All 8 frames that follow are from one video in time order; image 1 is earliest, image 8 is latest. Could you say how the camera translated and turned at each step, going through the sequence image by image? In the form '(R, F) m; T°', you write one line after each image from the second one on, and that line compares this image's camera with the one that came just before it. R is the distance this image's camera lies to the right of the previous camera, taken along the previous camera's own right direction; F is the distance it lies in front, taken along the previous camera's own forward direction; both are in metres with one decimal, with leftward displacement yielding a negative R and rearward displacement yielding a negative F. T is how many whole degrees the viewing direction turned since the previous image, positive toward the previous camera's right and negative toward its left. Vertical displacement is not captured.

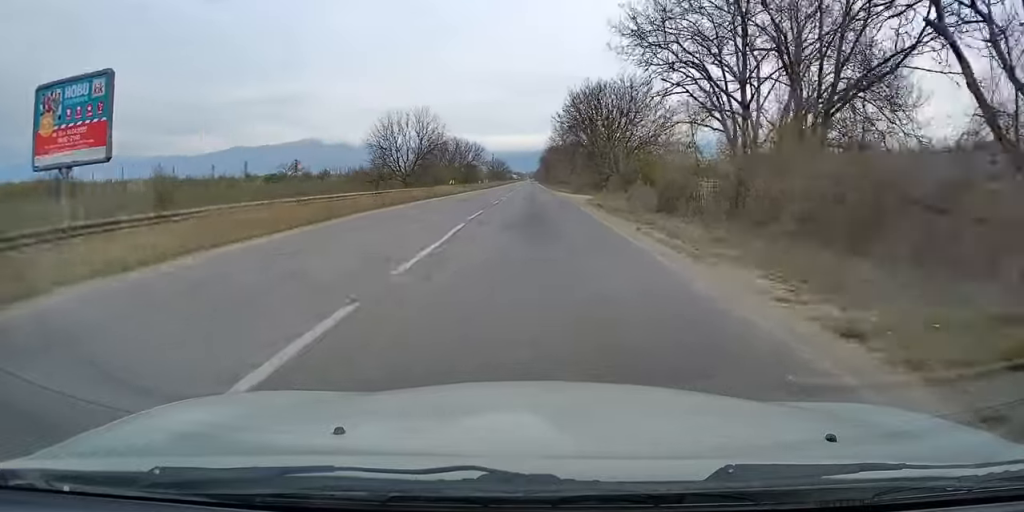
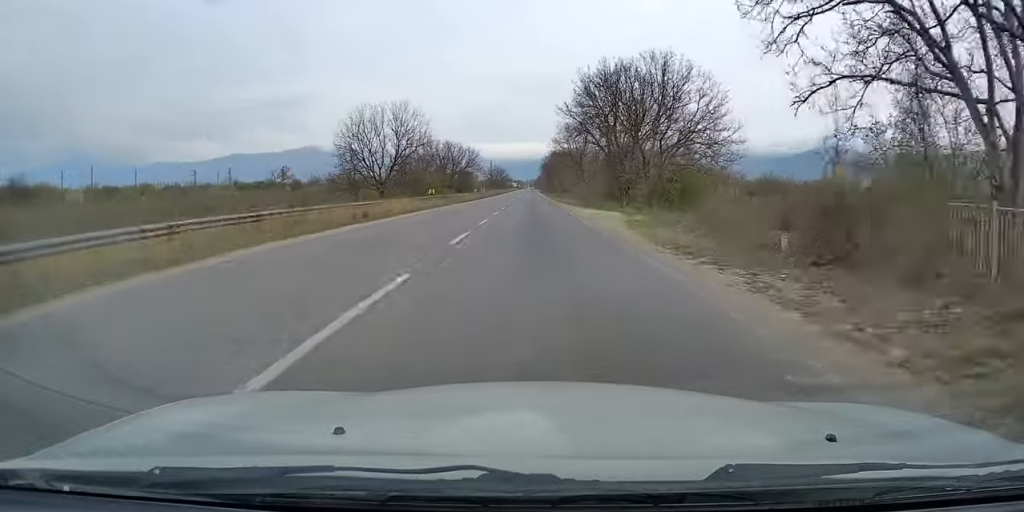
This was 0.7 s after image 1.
(+0.2, +15.7) m; 0°
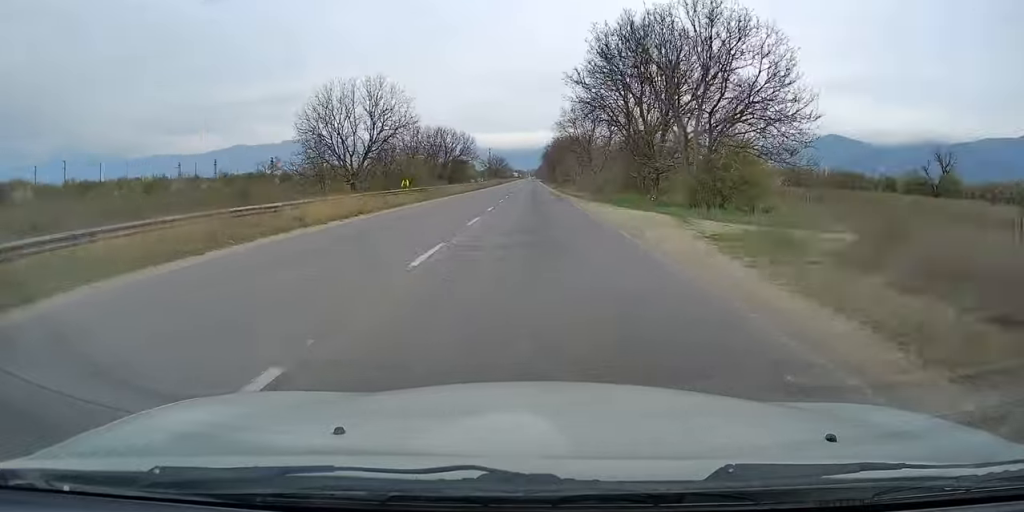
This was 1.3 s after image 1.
(0.0, +12.7) m; 0°
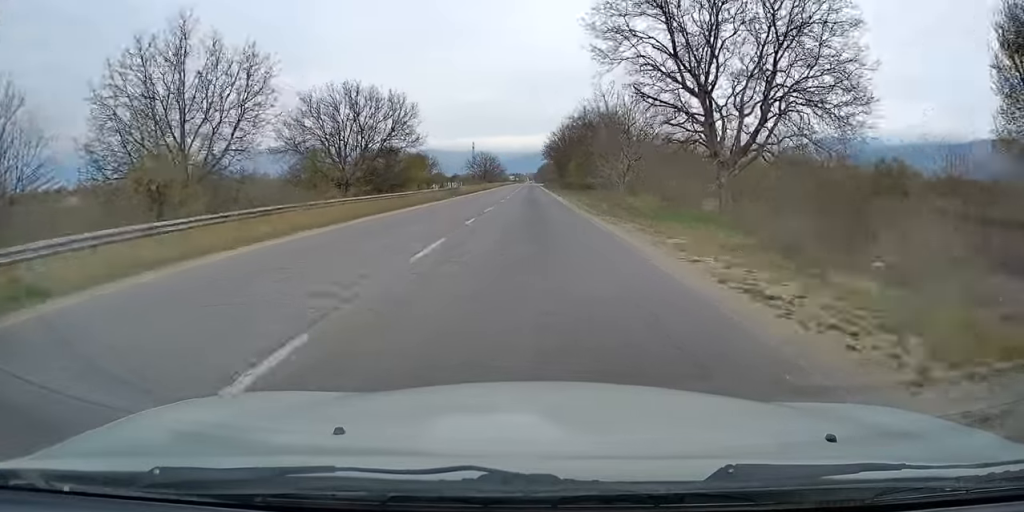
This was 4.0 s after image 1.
(-0.4, +62.1) m; 0°
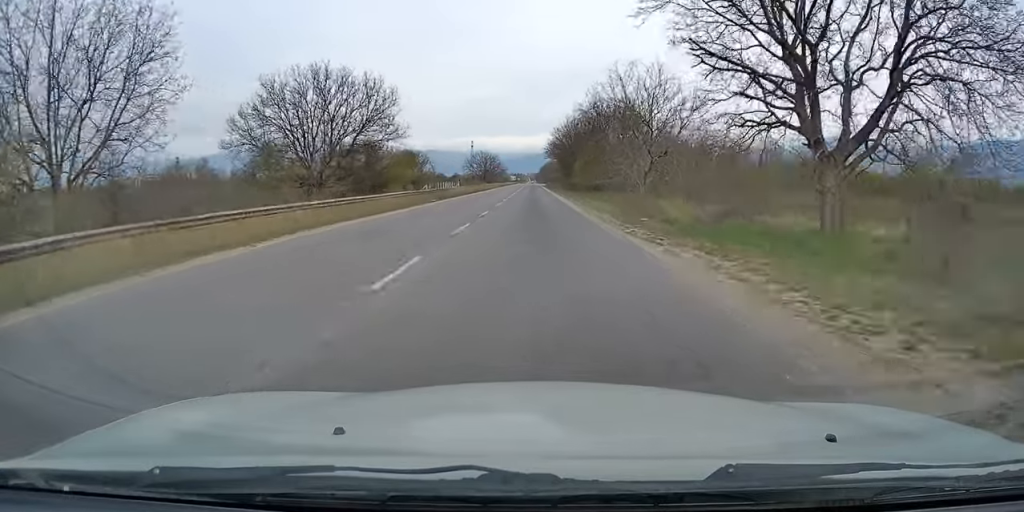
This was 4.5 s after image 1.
(+0.1, +10.5) m; 0°
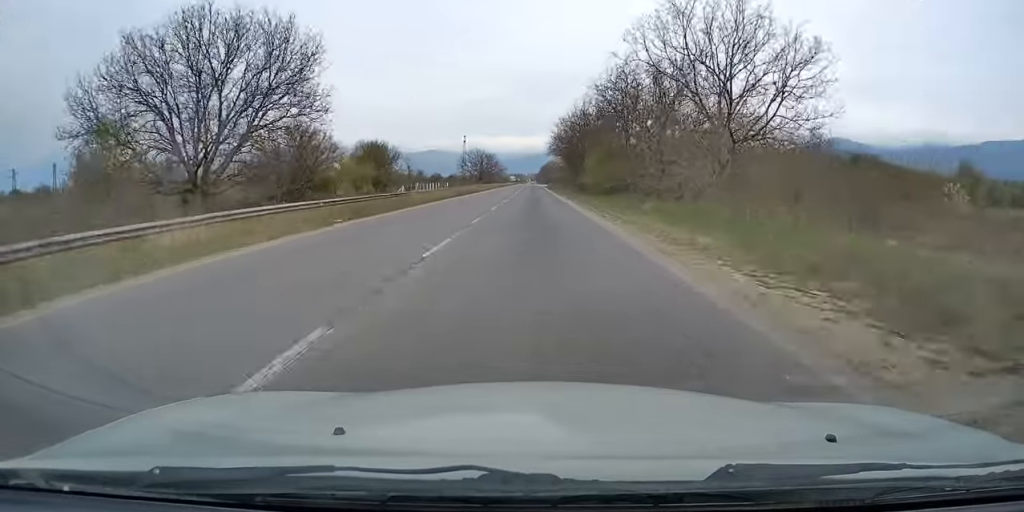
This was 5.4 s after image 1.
(0.0, +20.2) m; 0°
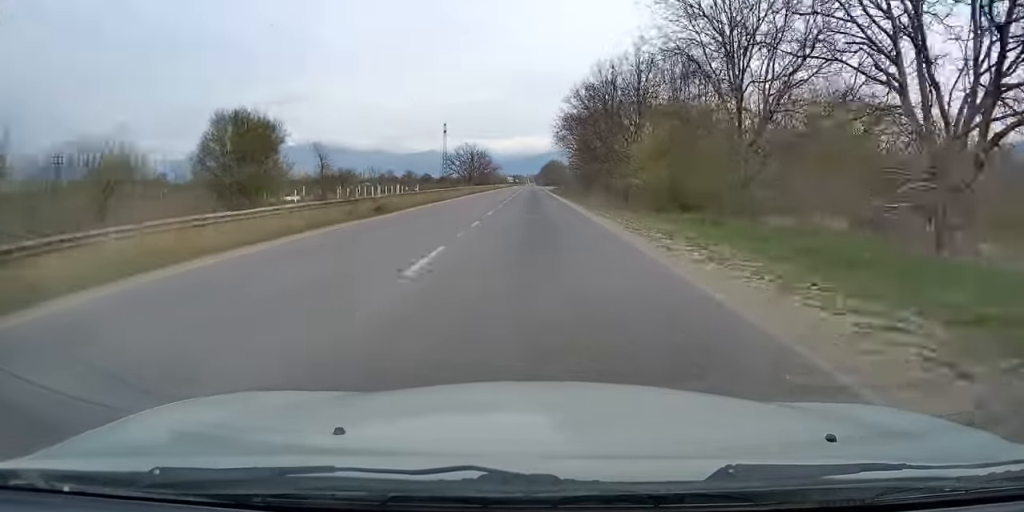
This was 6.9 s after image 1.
(-0.1, +33.0) m; 0°
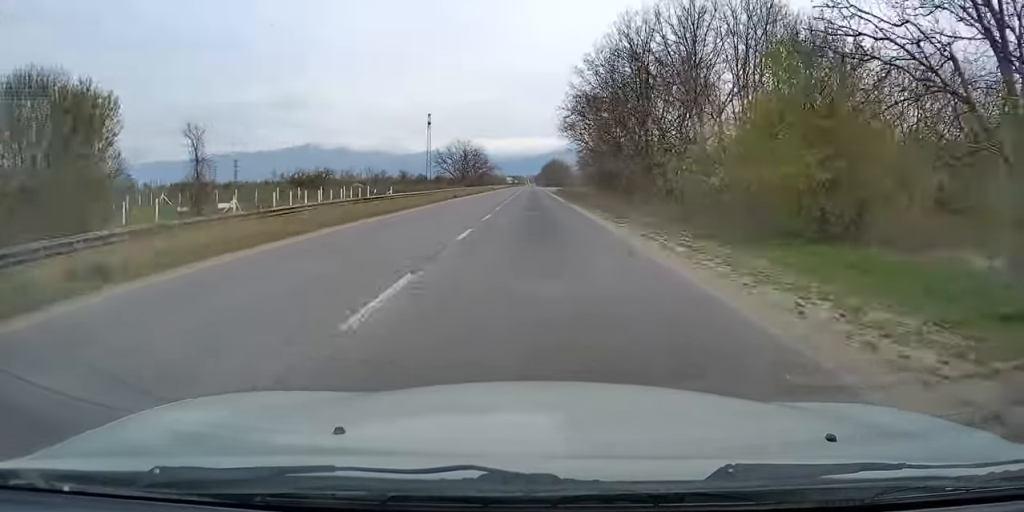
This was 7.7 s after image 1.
(0.0, +18.2) m; 0°
